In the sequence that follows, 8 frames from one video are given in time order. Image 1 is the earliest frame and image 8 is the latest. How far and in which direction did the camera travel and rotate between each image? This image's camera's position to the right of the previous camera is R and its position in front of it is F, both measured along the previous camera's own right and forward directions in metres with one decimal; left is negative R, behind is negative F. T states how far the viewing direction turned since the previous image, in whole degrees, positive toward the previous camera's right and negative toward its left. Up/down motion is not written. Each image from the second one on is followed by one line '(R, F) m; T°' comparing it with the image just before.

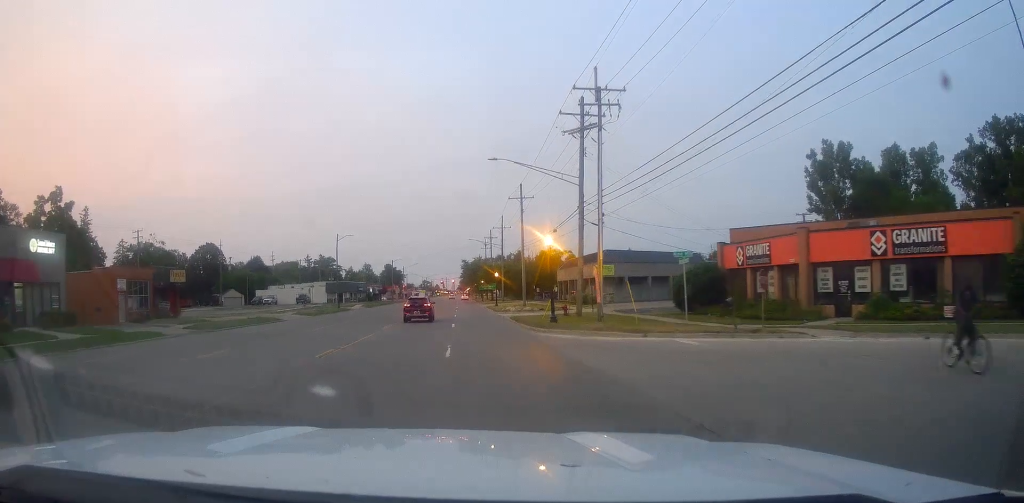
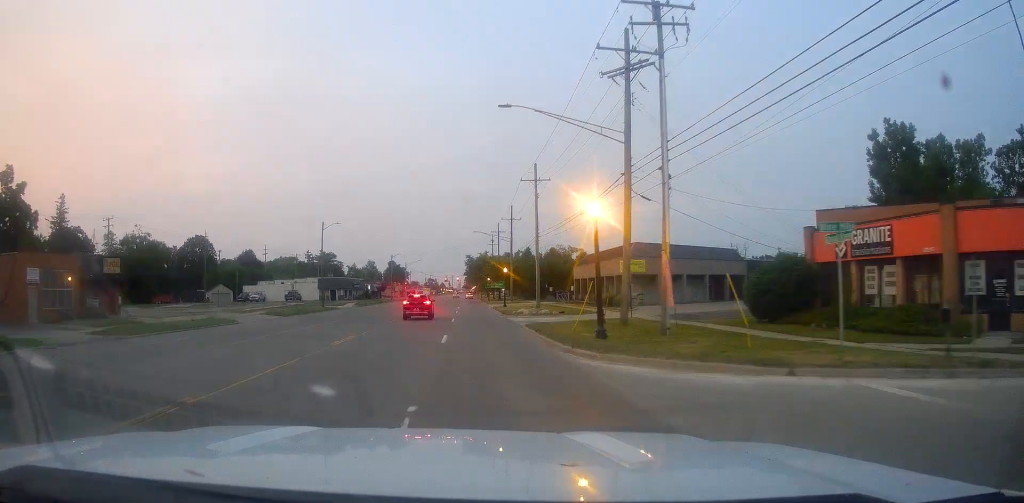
(-0.1, +9.7) m; +1°
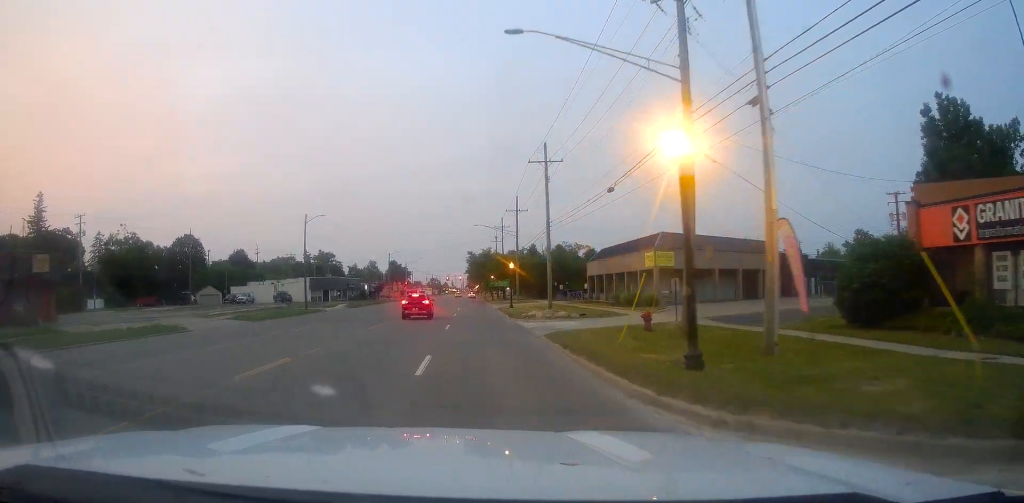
(+0.1, +7.5) m; 0°
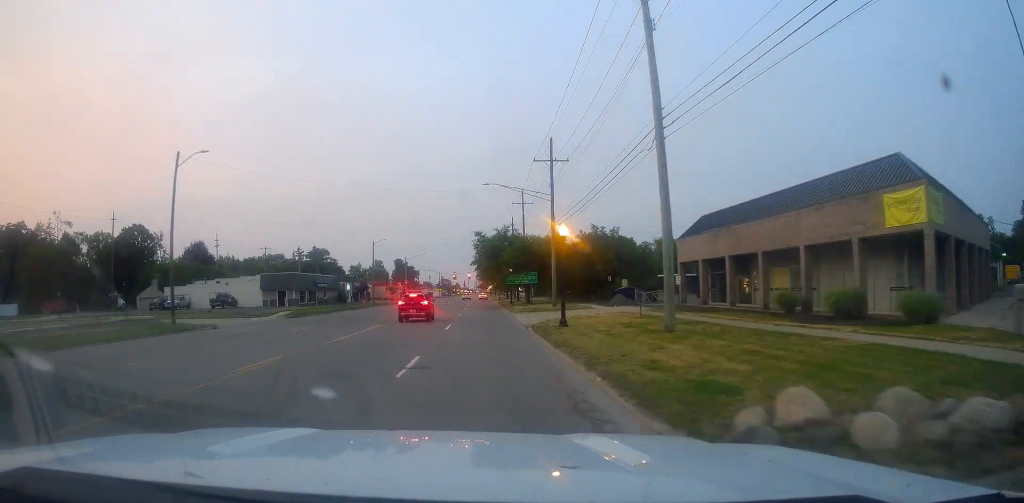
(-0.2, +29.2) m; -2°
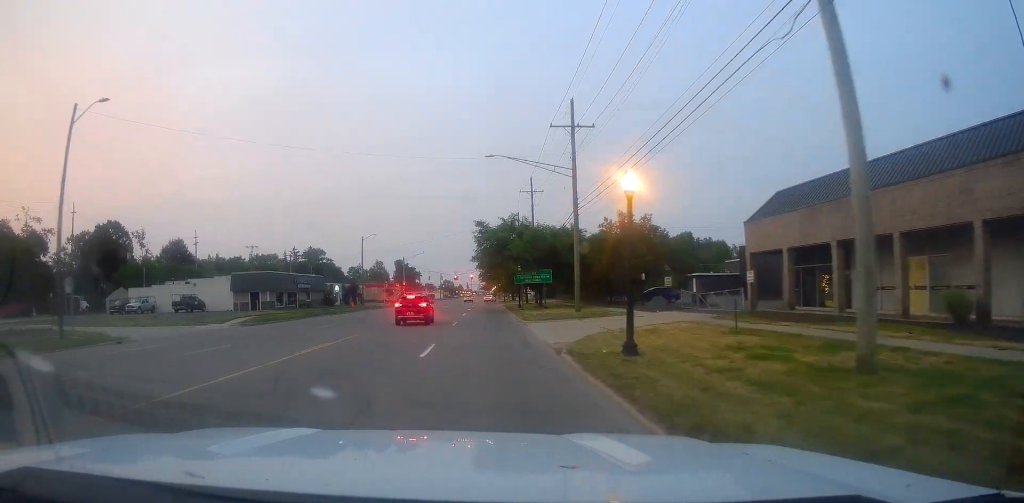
(0.0, +11.2) m; -1°
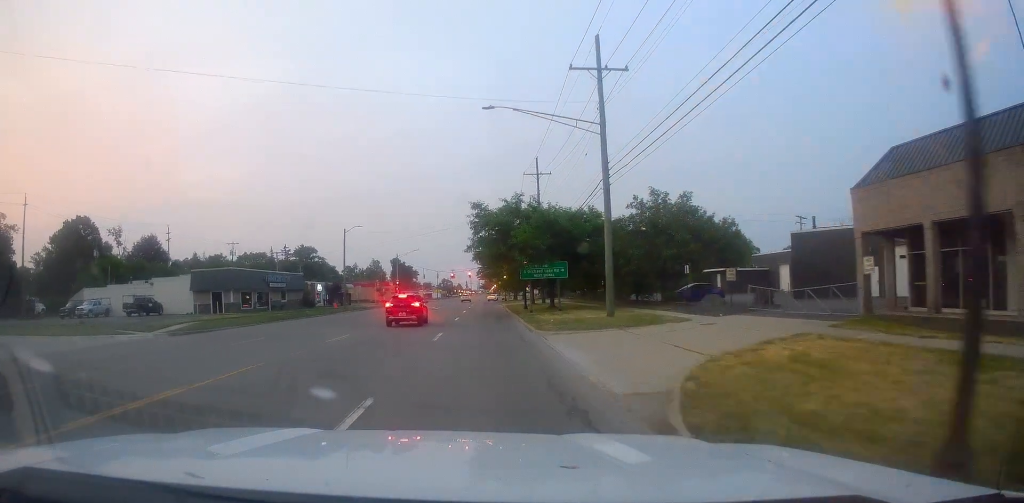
(-0.1, +10.7) m; -1°
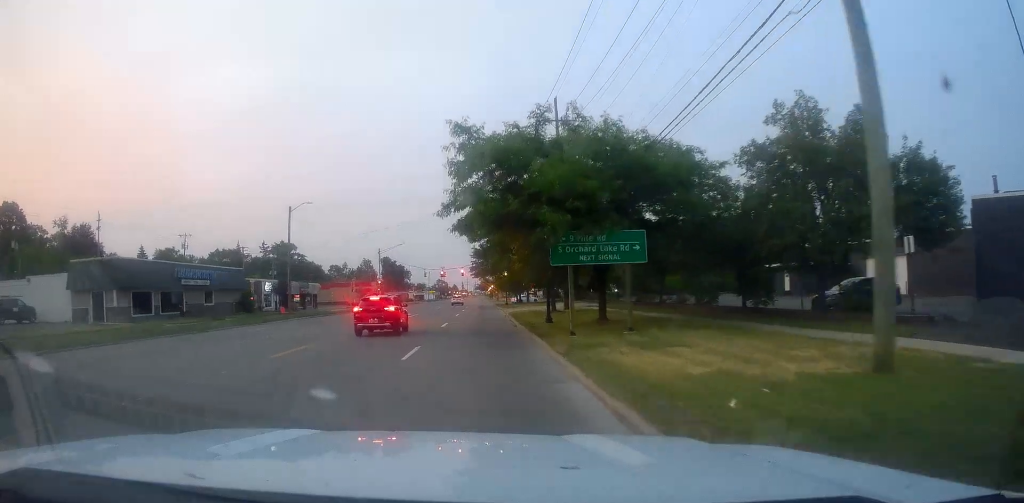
(-0.2, +21.9) m; 0°
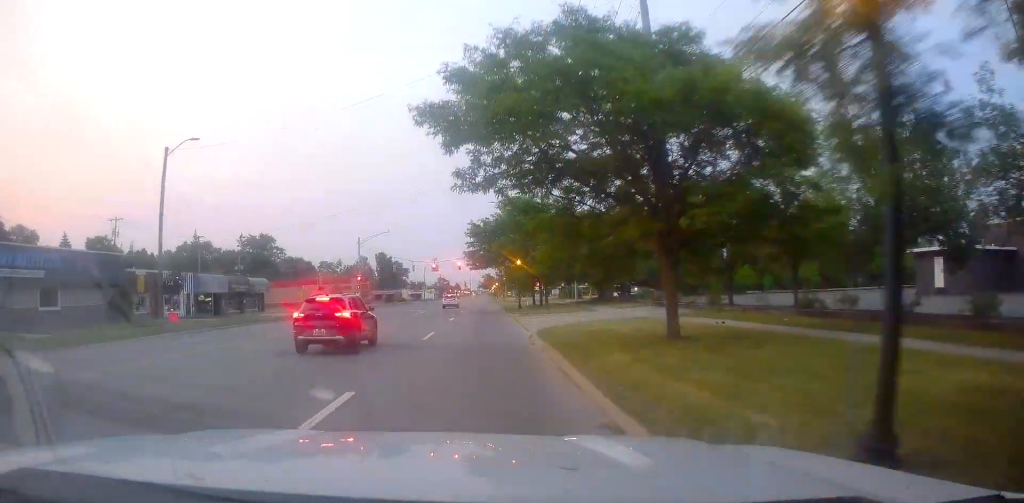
(+0.3, +27.2) m; 0°
